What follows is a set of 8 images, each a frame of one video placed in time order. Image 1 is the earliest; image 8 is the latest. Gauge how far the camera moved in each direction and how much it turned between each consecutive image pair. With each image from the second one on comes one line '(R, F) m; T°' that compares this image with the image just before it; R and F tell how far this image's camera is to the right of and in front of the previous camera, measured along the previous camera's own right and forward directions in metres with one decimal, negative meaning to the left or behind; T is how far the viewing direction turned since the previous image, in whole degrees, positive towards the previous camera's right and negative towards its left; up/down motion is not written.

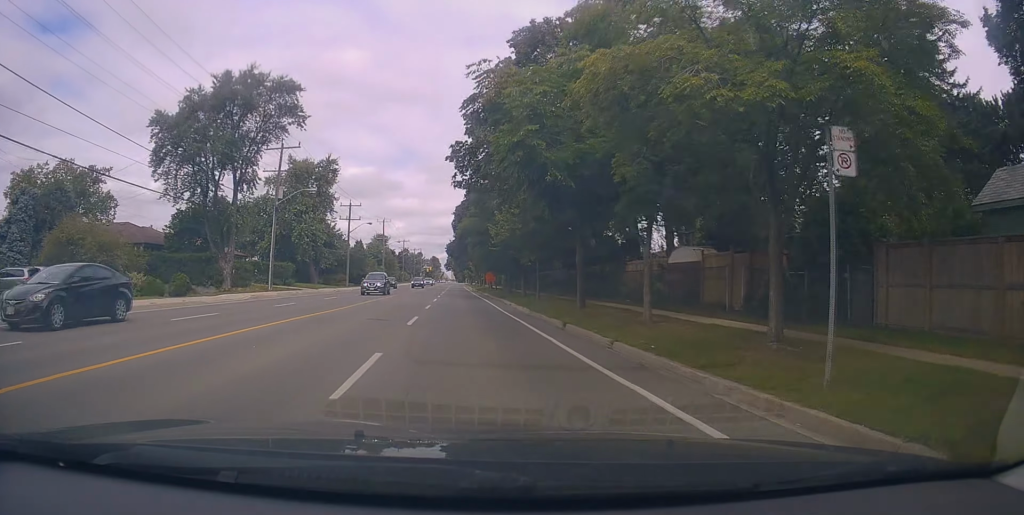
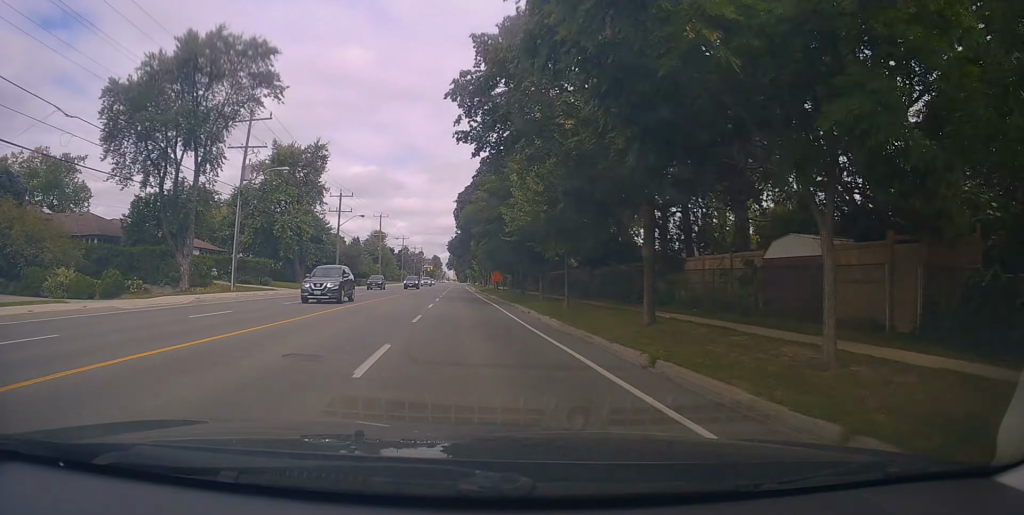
(-0.1, +7.8) m; 0°
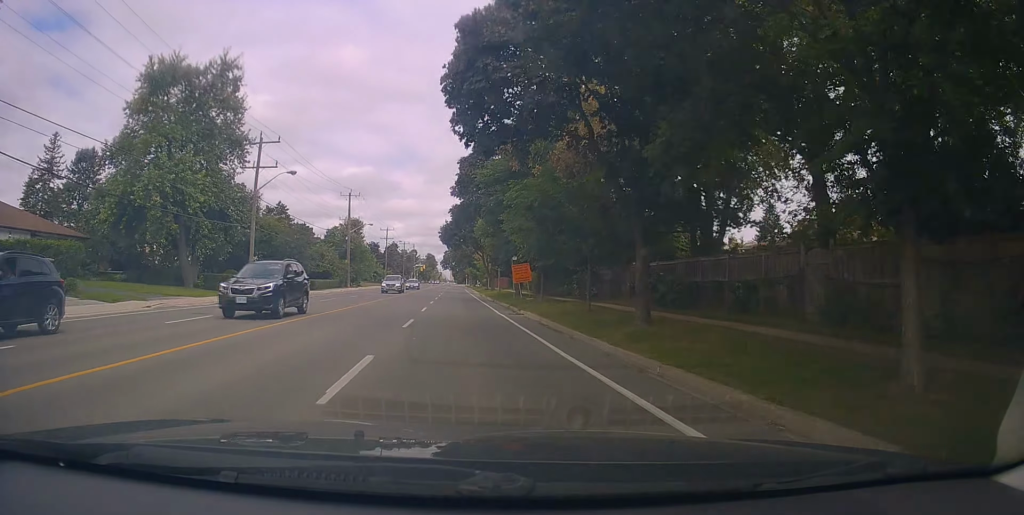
(+0.2, +28.0) m; +2°
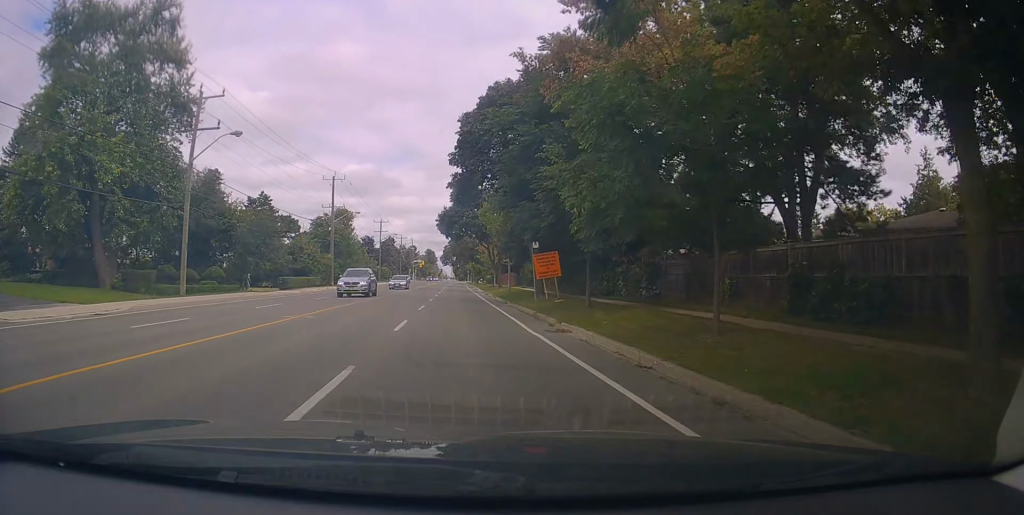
(+0.1, +10.7) m; 0°
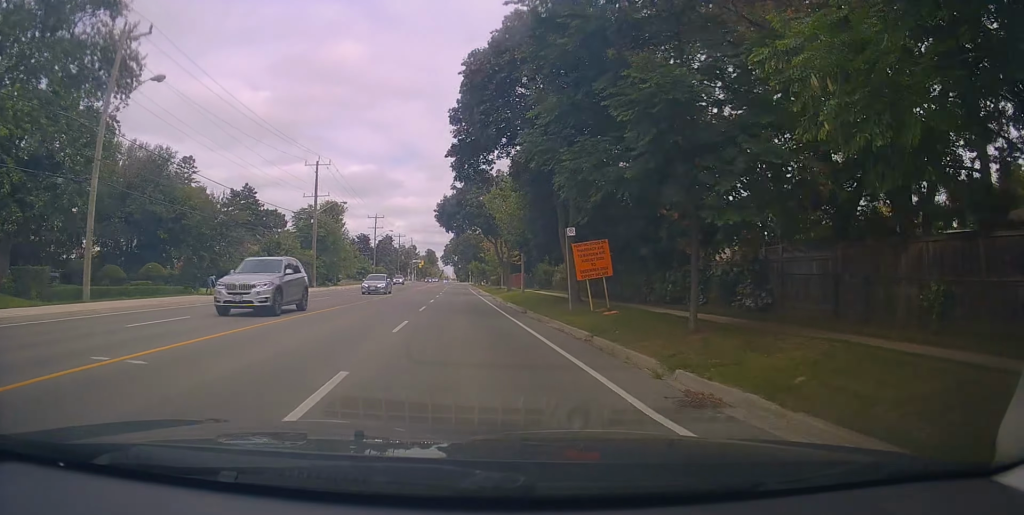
(0.0, +9.2) m; -1°
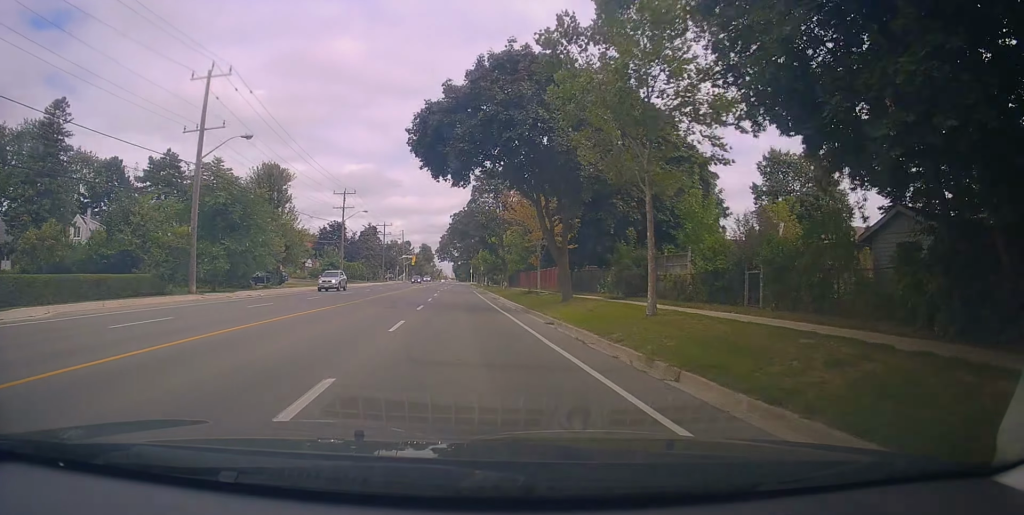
(-1.0, +27.5) m; -2°
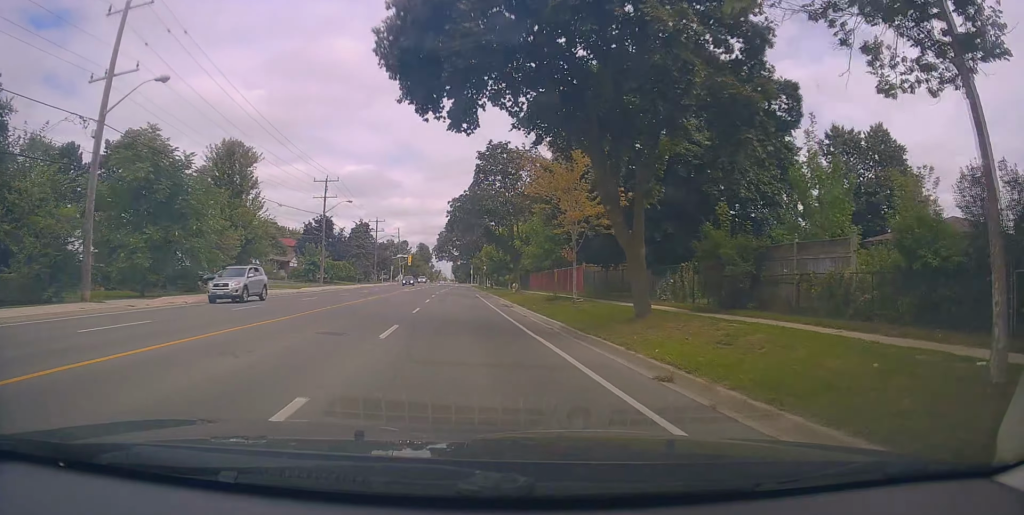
(+0.3, +10.2) m; +1°
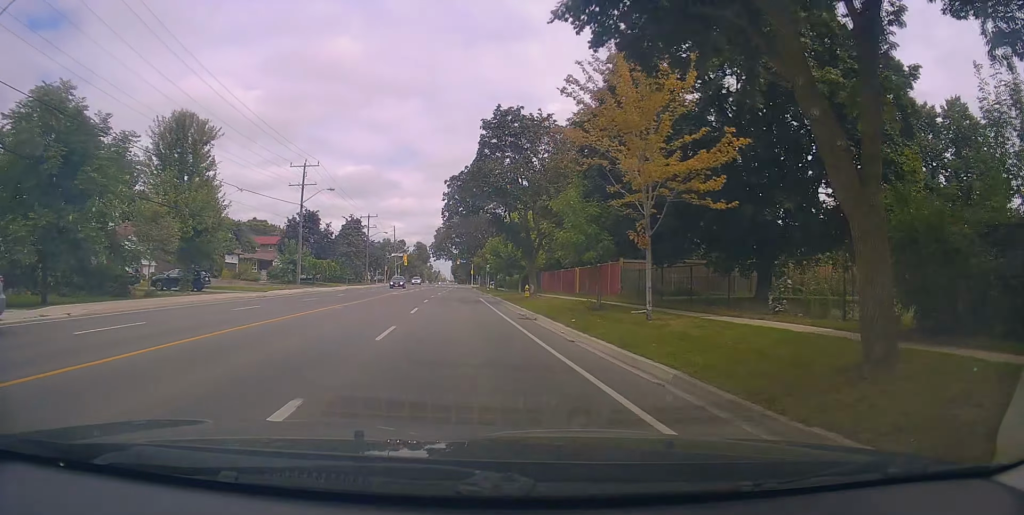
(+0.1, +9.1) m; 0°
